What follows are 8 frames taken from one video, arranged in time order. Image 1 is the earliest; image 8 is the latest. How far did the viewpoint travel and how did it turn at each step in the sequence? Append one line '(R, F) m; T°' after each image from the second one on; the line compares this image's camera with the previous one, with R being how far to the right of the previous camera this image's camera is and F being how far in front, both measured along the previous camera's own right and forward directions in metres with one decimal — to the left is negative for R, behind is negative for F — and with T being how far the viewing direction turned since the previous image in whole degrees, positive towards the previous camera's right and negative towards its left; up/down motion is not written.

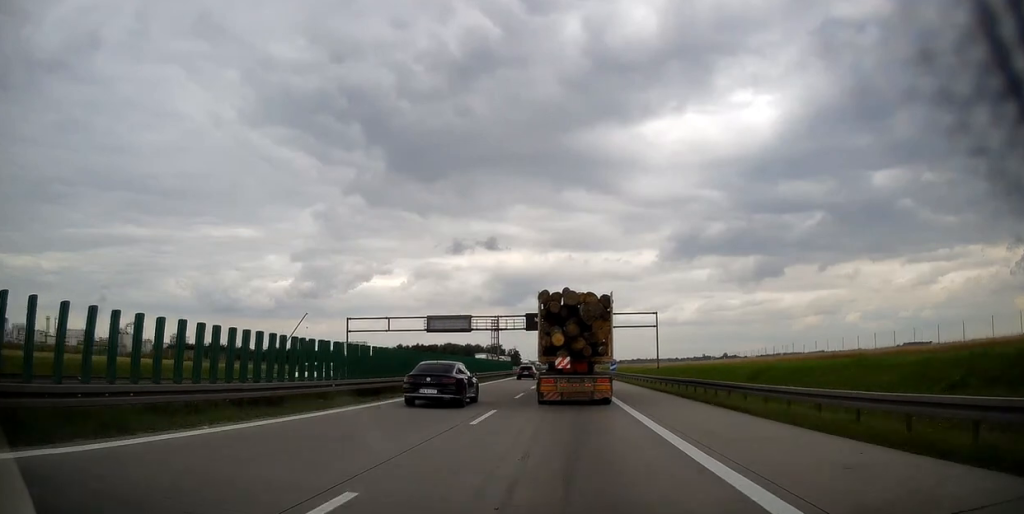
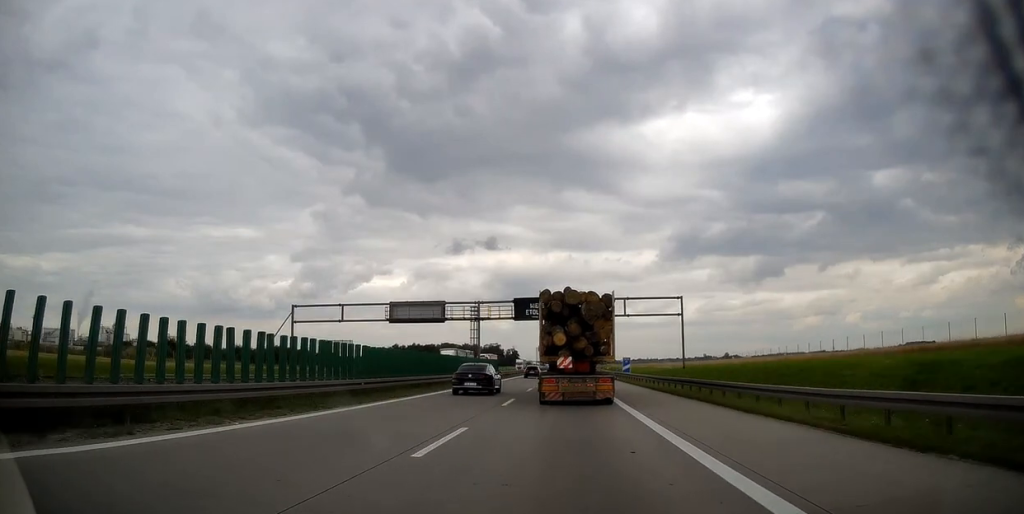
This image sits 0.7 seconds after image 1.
(+0.1, +17.3) m; 0°
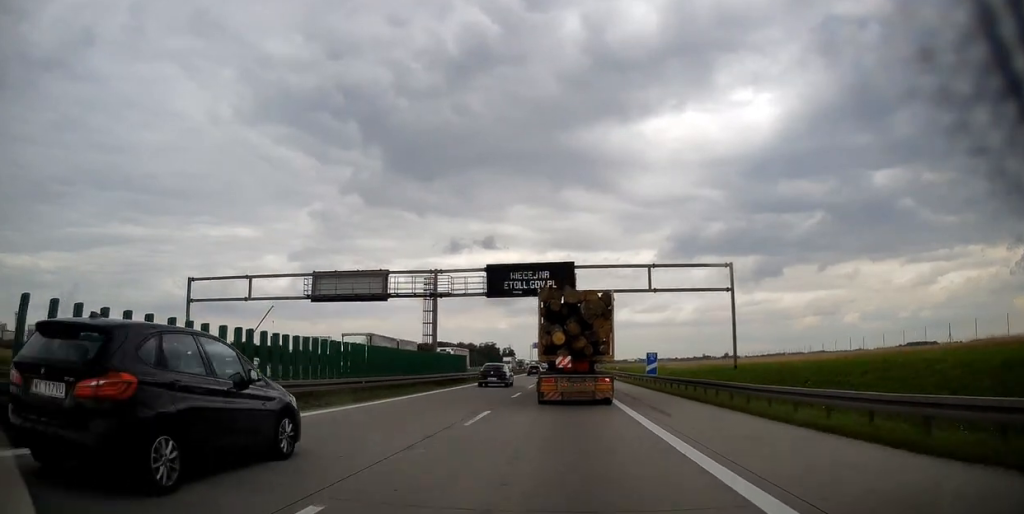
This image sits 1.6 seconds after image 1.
(0.0, +19.6) m; 0°
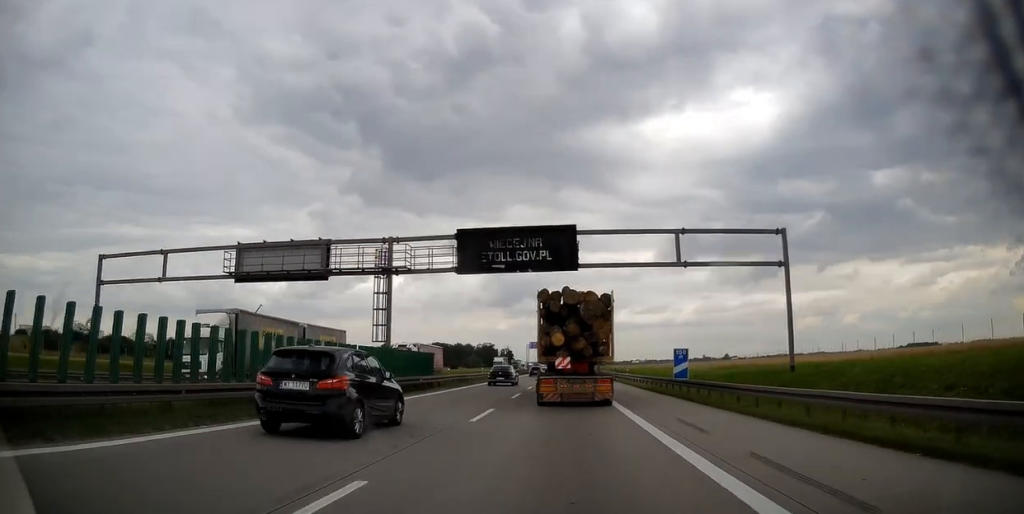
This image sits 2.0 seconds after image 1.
(0.0, +11.0) m; 0°
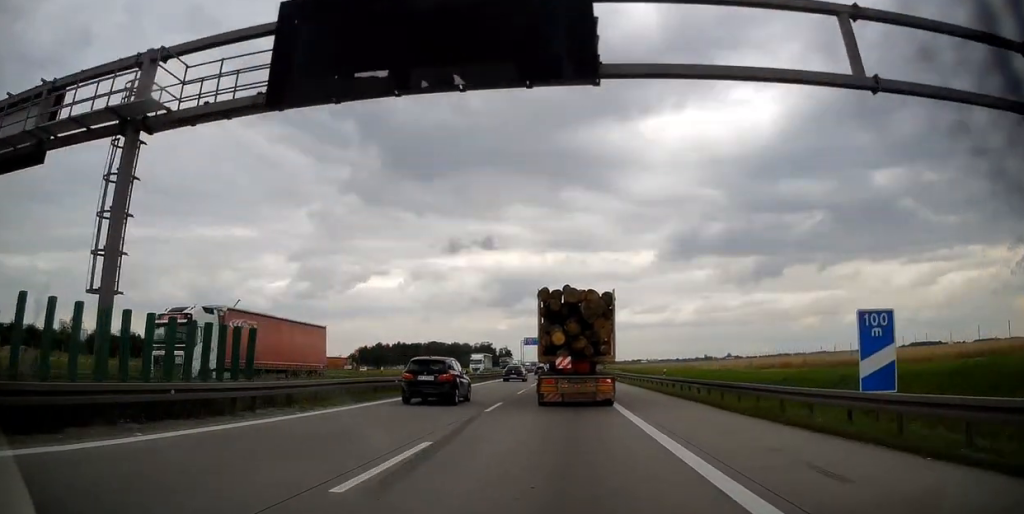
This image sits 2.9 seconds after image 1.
(0.0, +20.4) m; -1°
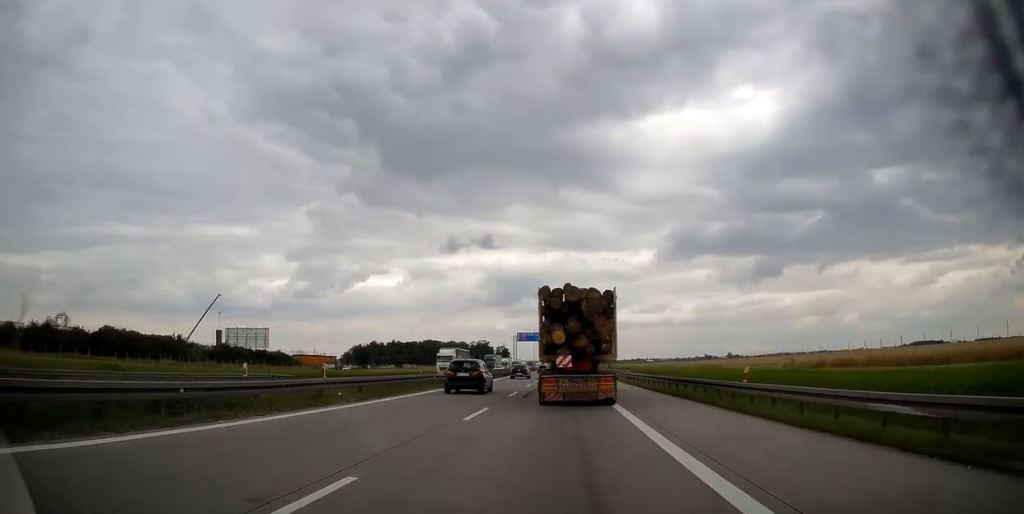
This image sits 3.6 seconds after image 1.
(-0.1, +15.6) m; 0°
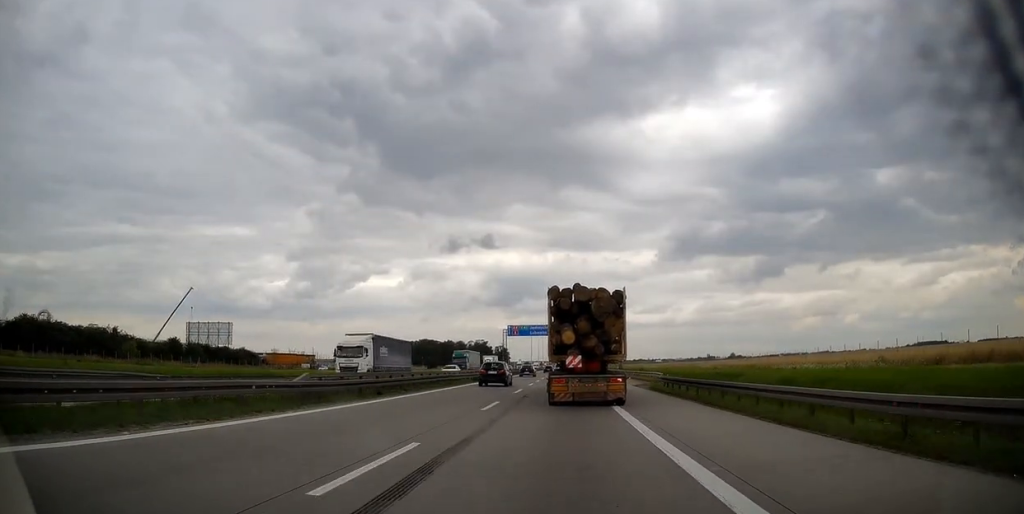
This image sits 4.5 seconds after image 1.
(-0.1, +20.9) m; +1°
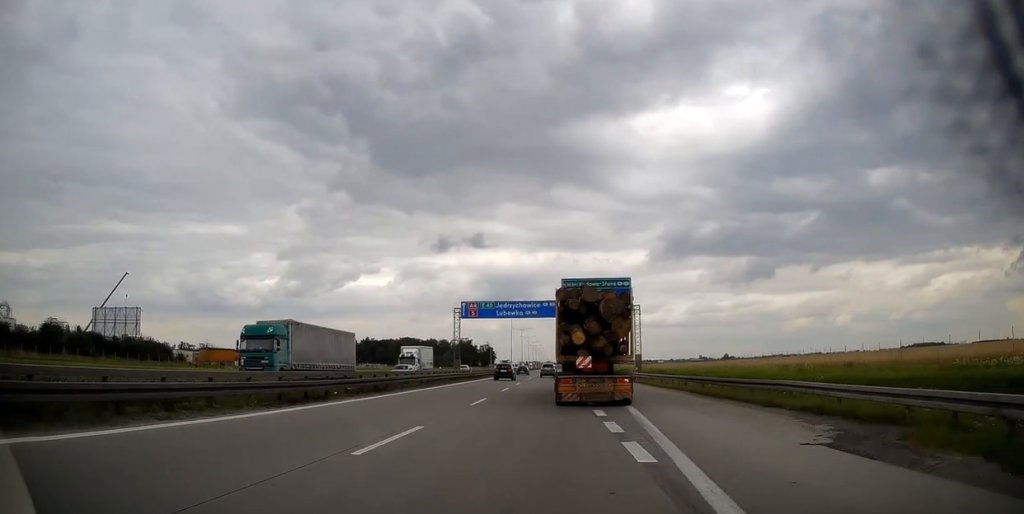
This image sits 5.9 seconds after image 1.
(+0.5, +33.7) m; +1°
